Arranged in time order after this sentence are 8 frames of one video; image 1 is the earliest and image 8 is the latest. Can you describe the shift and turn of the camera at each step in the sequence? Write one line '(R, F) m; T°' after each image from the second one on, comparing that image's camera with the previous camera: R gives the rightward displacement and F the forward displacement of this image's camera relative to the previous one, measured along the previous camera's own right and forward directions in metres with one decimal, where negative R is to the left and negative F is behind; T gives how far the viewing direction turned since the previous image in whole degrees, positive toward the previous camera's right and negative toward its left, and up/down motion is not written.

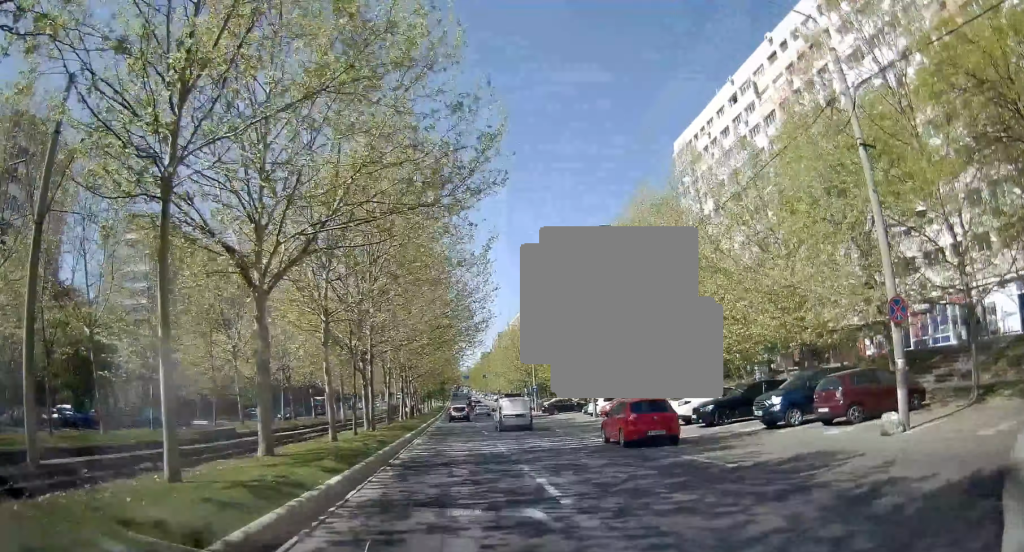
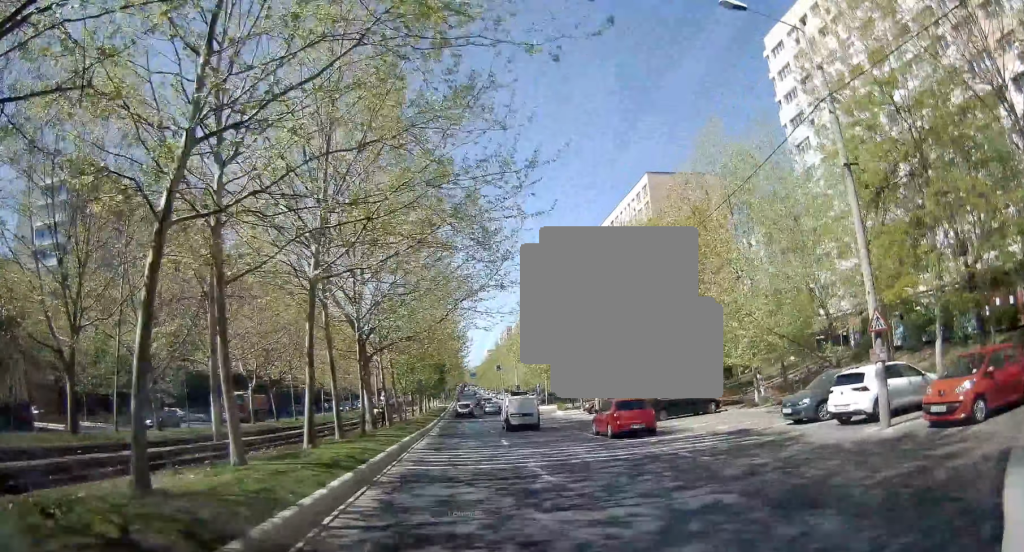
(-1.2, +28.7) m; -4°
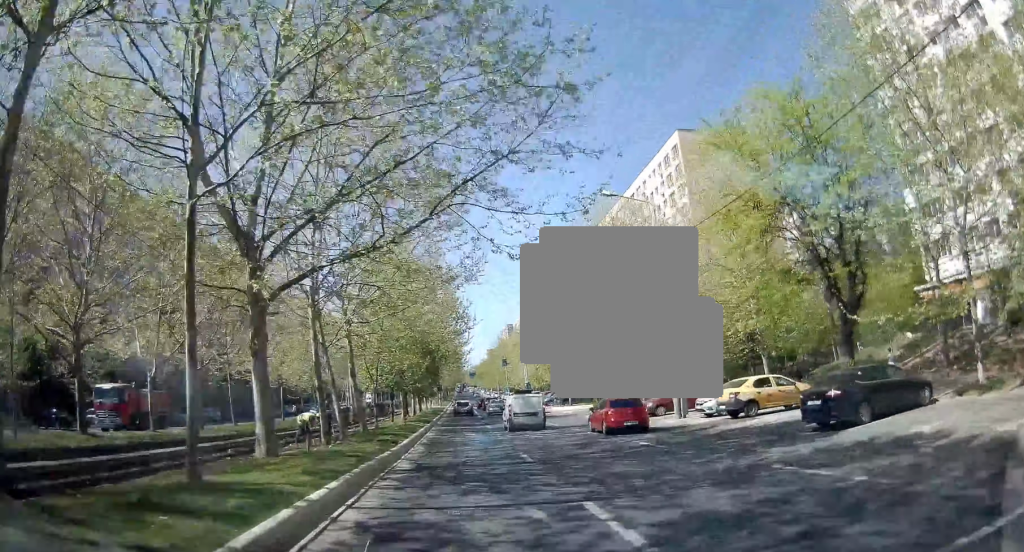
(+0.1, +15.7) m; 0°
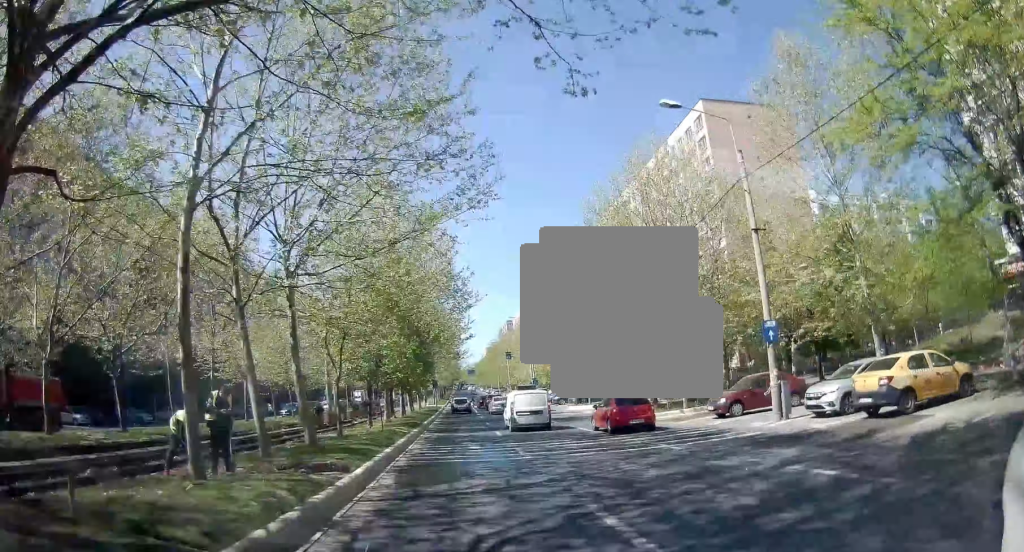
(0.0, +9.1) m; 0°
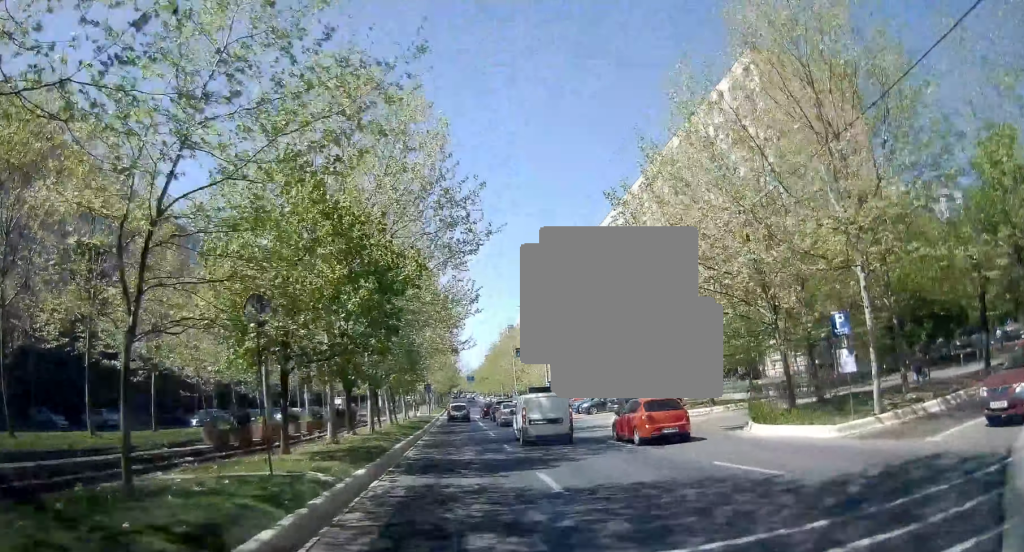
(0.0, +14.5) m; +1°
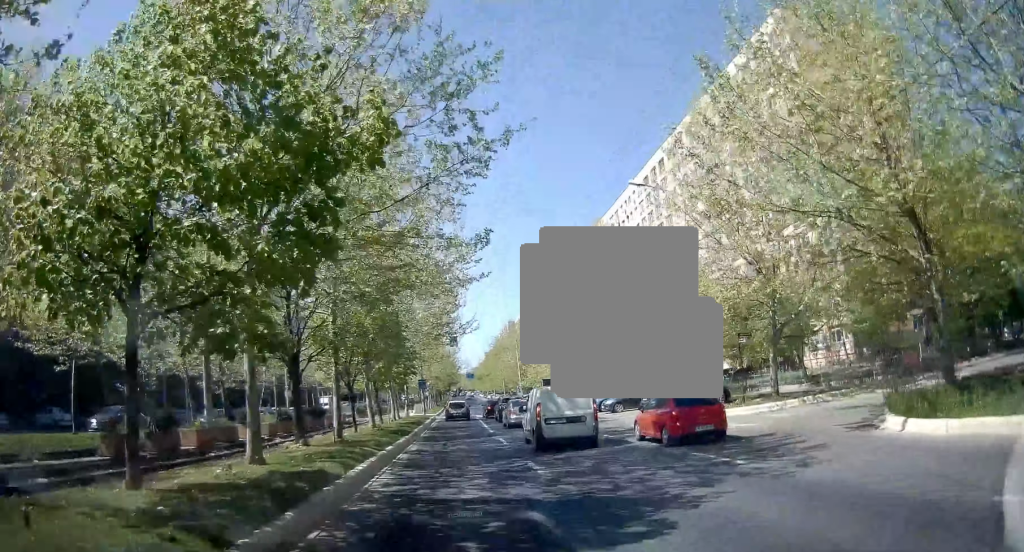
(+0.1, +7.8) m; +1°
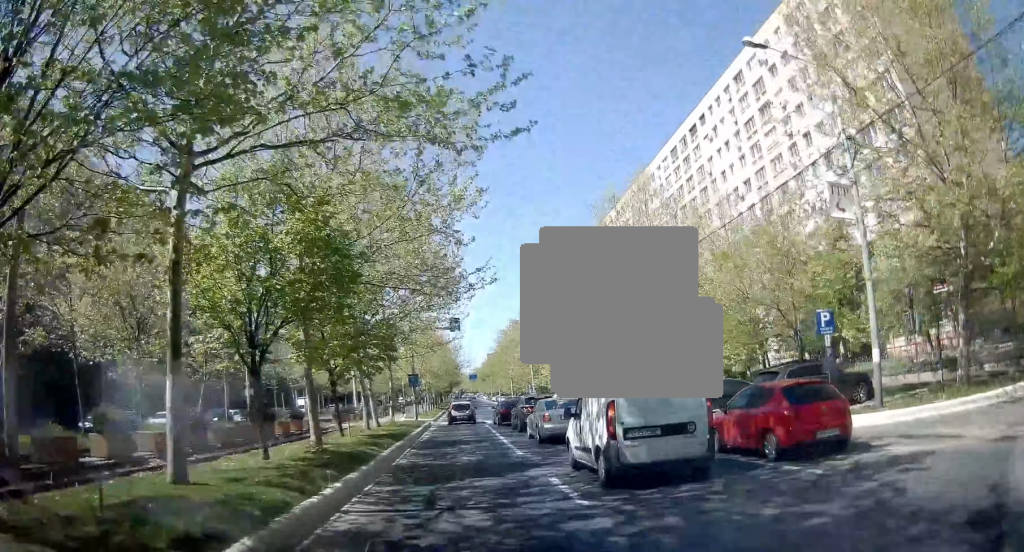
(0.0, +12.7) m; -2°
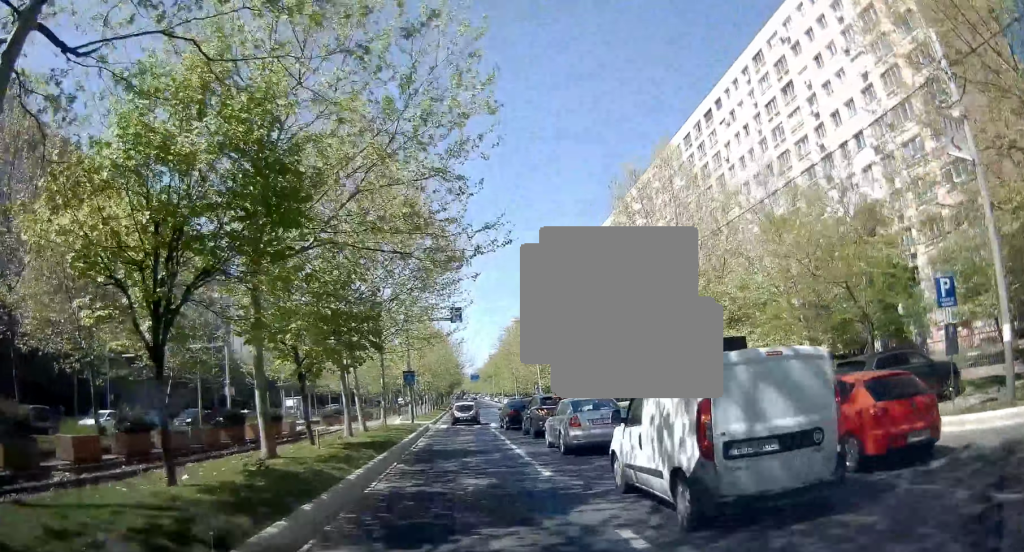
(-0.1, +5.0) m; -1°
